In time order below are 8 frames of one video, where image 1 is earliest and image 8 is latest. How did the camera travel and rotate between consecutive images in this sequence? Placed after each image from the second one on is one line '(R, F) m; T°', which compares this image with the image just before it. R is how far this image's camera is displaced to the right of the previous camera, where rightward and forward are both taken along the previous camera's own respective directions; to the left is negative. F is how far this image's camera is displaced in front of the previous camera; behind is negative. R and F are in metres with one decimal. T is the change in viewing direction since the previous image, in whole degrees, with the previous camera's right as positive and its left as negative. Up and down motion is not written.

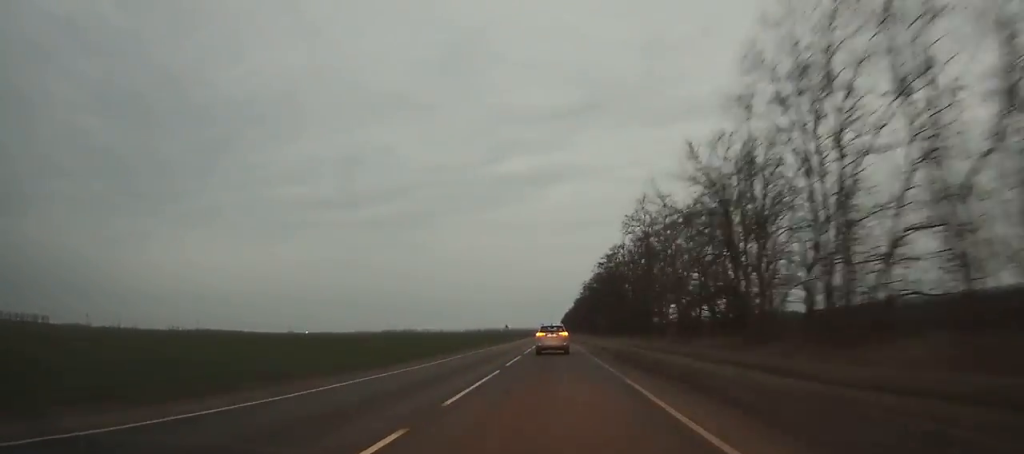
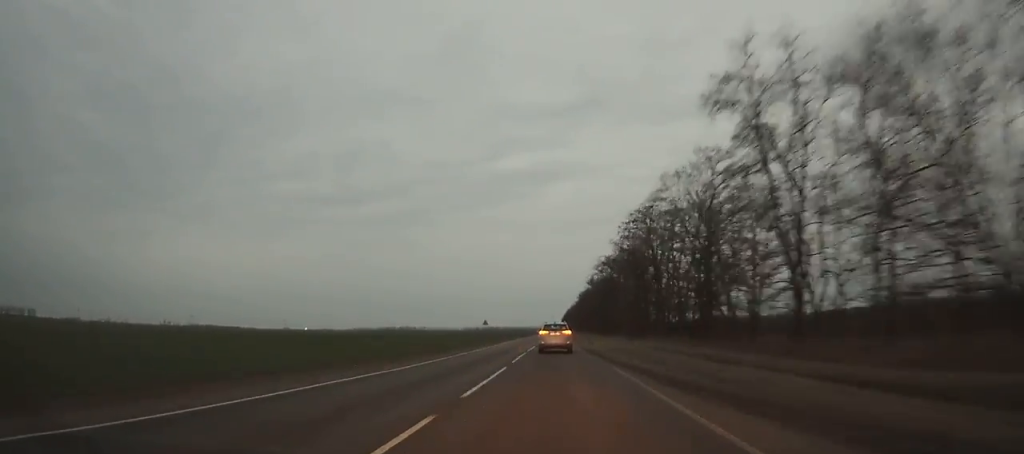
(0.0, +35.0) m; 0°
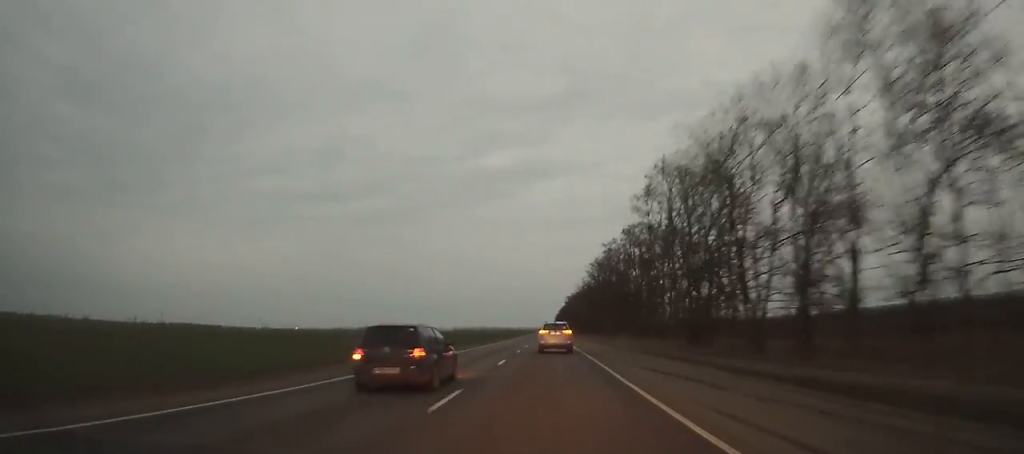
(+0.3, +102.1) m; 0°
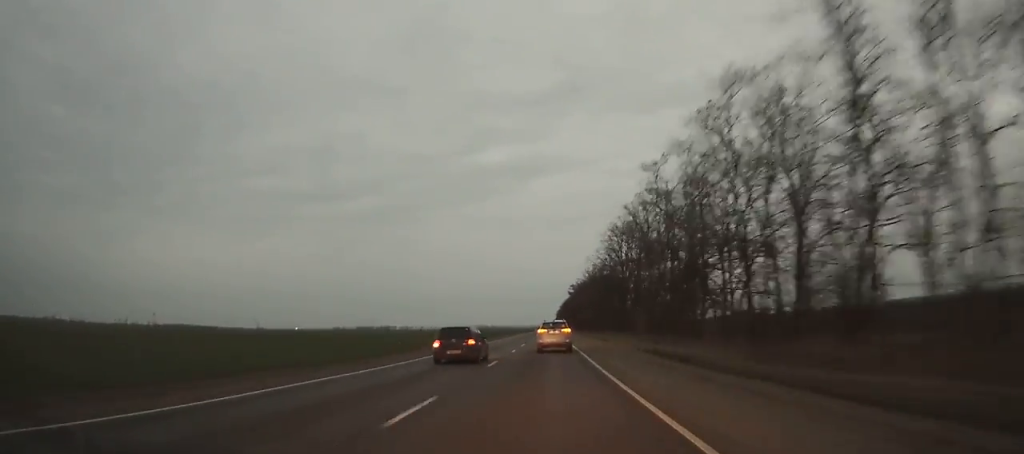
(+0.1, +37.2) m; 0°
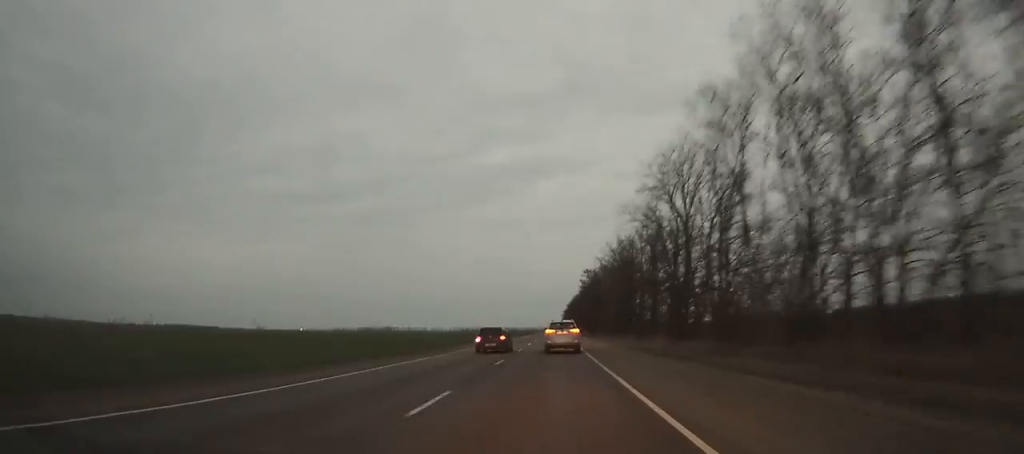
(-0.2, +34.6) m; 0°
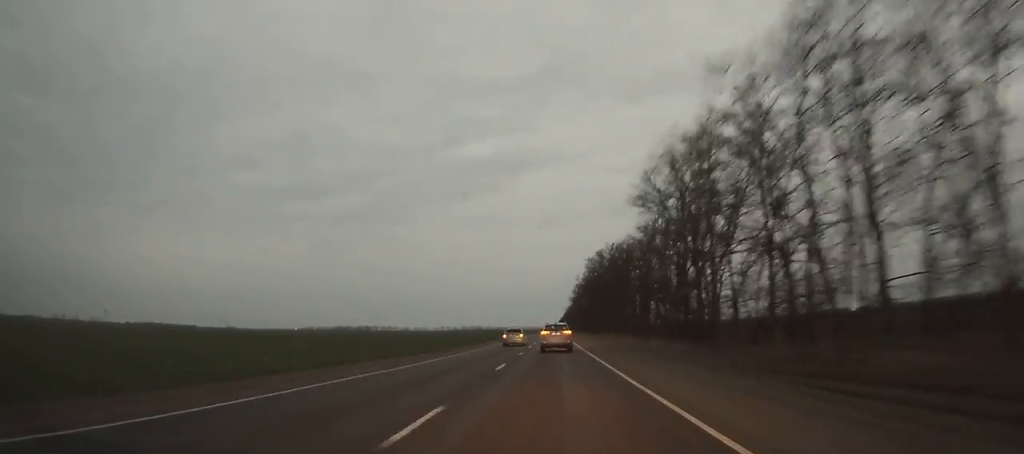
(-0.5, +170.4) m; 0°
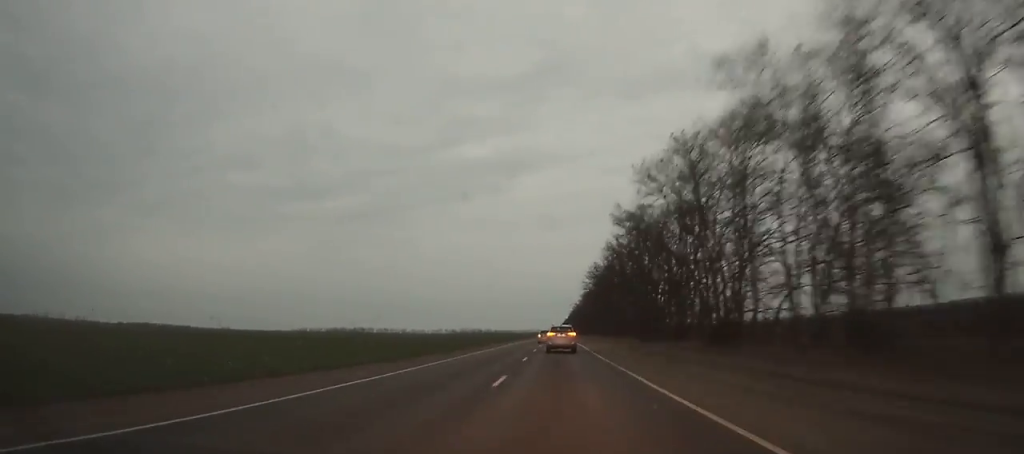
(+0.1, +52.1) m; 0°
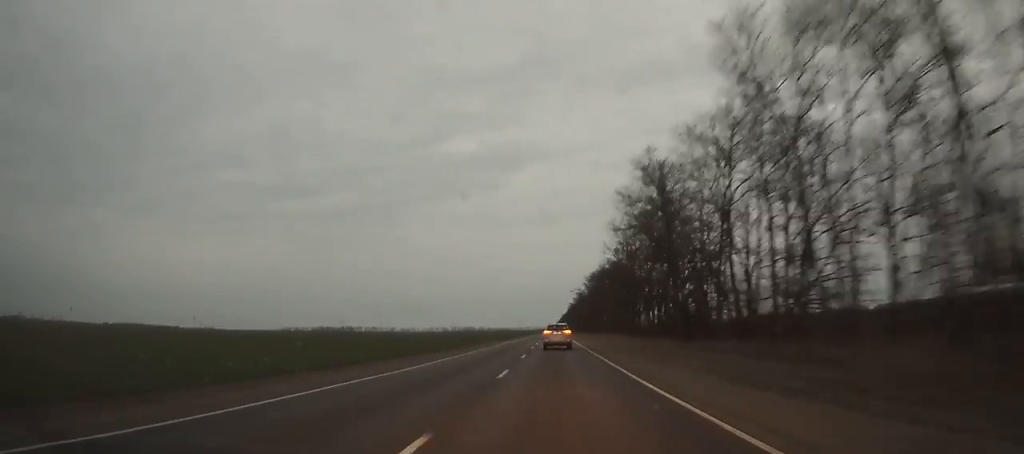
(+0.1, +57.4) m; 0°
